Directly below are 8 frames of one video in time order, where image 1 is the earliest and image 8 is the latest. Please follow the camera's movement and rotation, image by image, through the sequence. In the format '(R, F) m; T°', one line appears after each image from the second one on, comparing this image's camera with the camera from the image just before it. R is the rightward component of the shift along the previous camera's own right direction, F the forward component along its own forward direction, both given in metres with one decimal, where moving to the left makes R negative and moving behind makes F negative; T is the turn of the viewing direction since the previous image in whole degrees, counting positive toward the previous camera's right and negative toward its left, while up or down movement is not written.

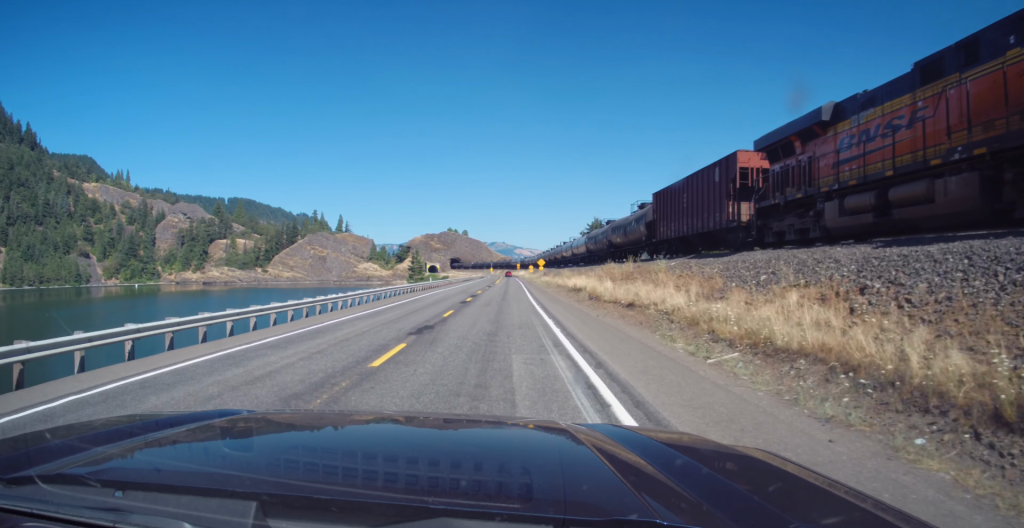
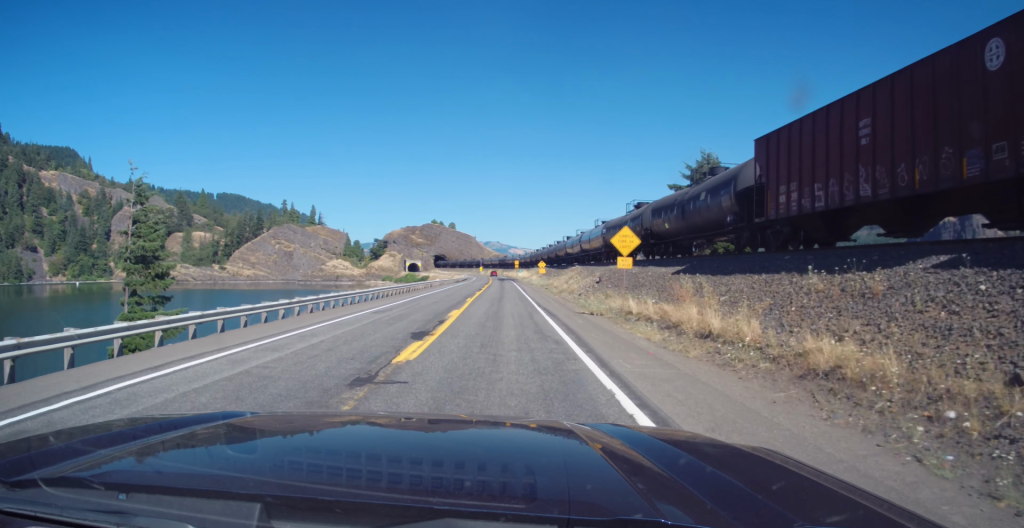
(0.0, +71.8) m; 0°
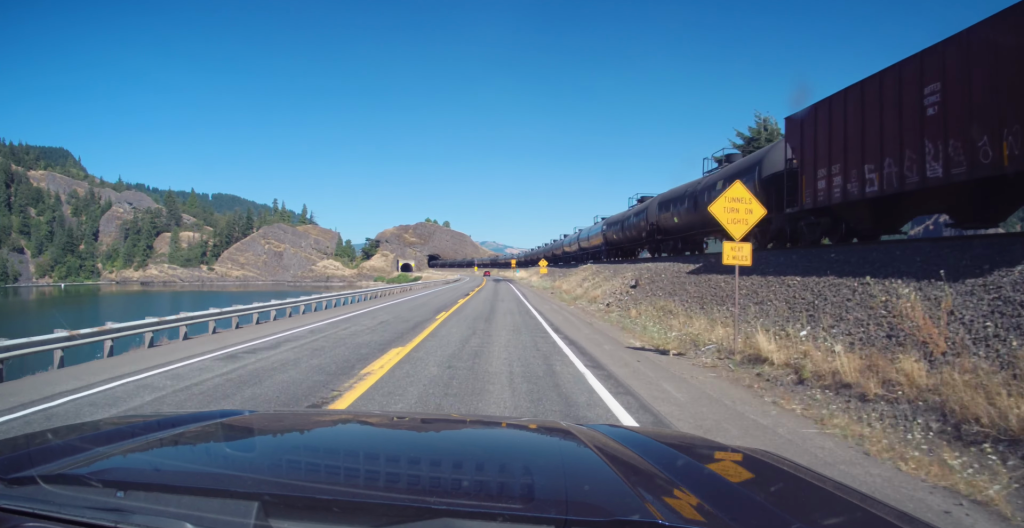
(0.0, +13.8) m; 0°
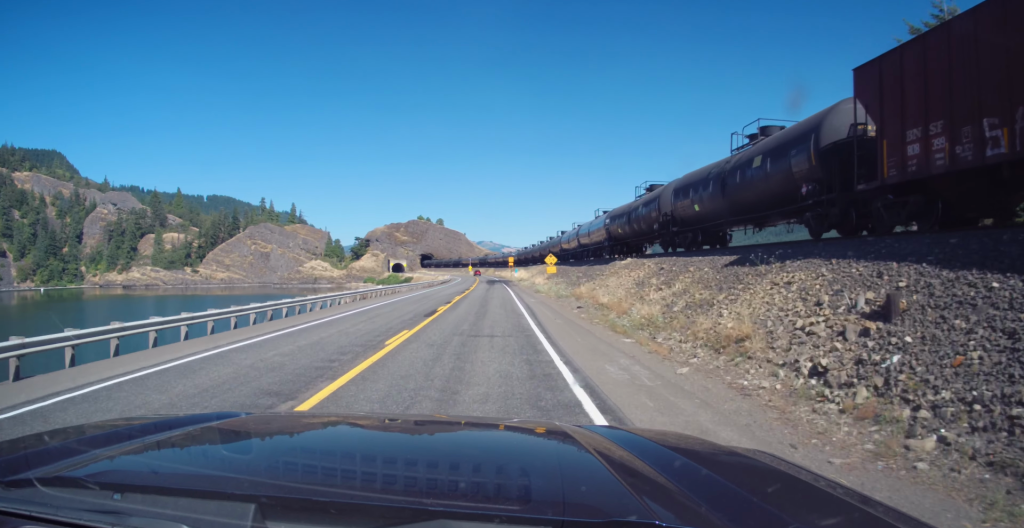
(0.0, +20.0) m; 0°
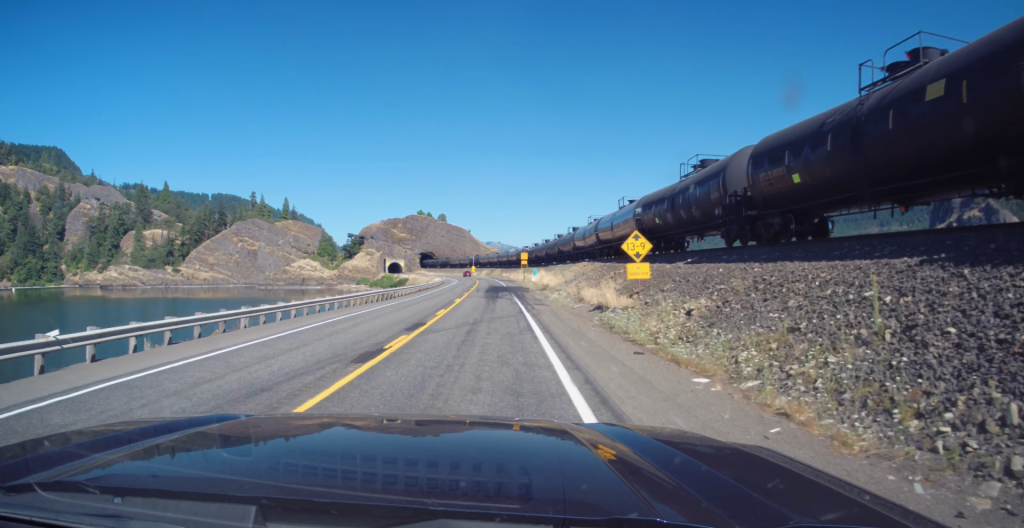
(0.0, +37.2) m; 0°
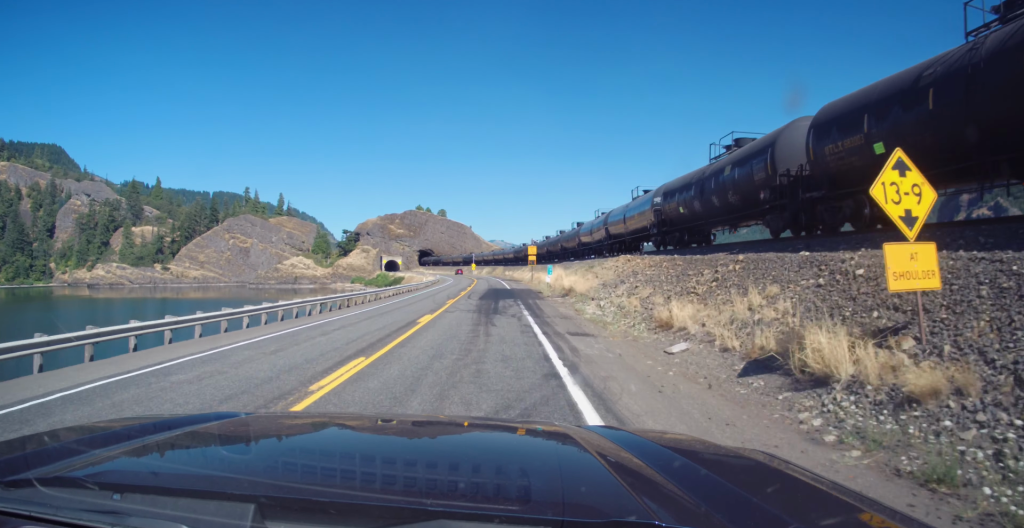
(0.0, +16.7) m; 0°
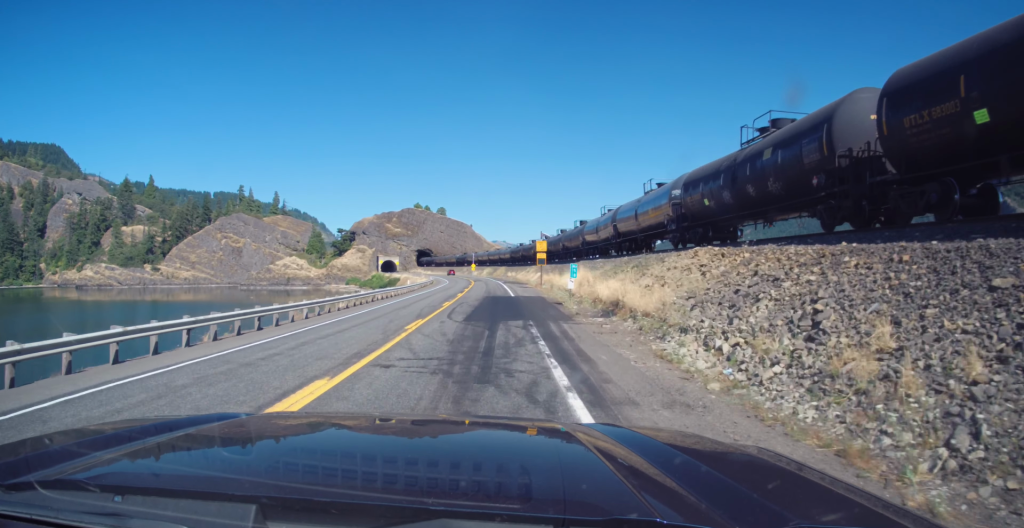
(+0.1, +14.3) m; -1°
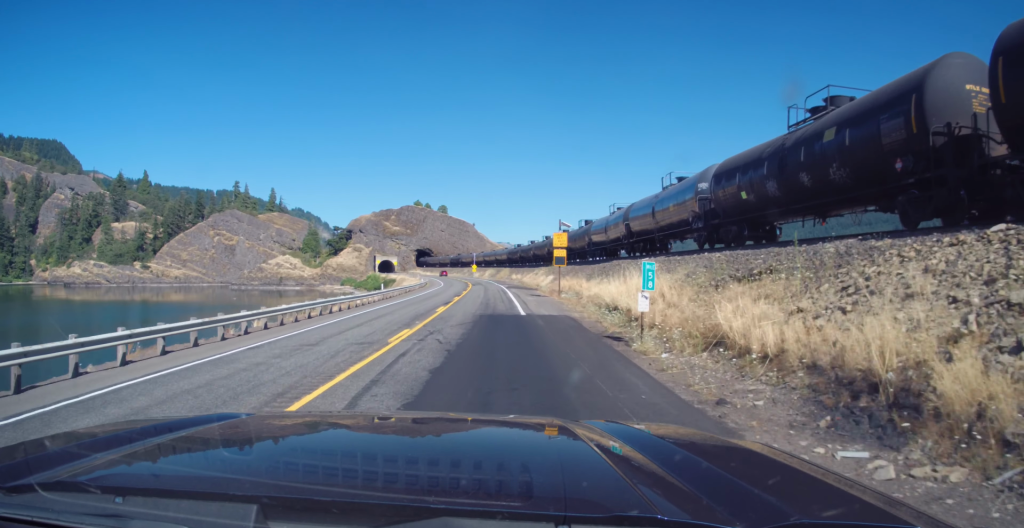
(-0.1, +15.3) m; -1°
